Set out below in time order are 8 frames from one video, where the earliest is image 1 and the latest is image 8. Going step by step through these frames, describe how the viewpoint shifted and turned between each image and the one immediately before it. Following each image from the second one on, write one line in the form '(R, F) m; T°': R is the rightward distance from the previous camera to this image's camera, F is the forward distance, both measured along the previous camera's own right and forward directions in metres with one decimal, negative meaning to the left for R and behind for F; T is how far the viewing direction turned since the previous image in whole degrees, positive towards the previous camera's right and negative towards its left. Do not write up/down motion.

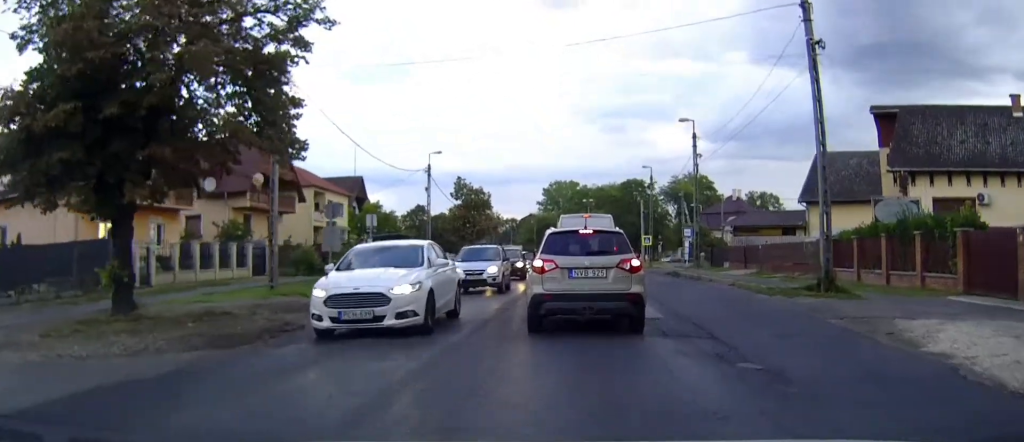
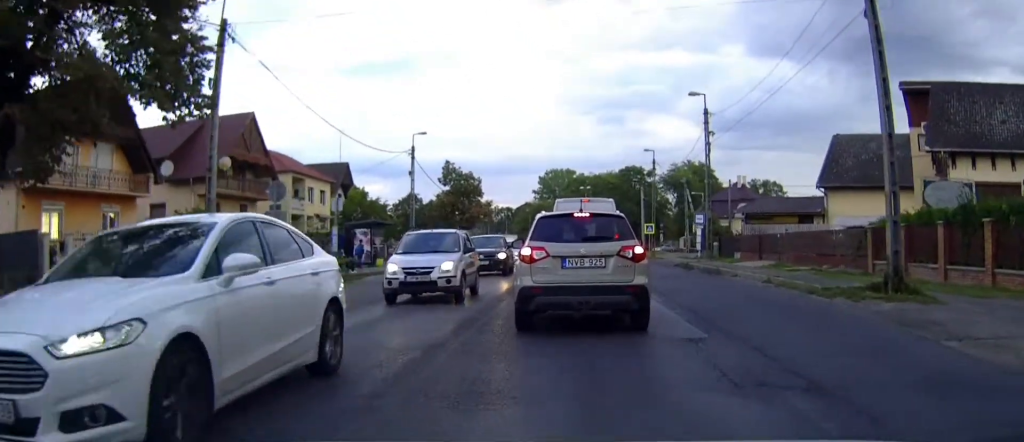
(0.0, +4.9) m; 0°
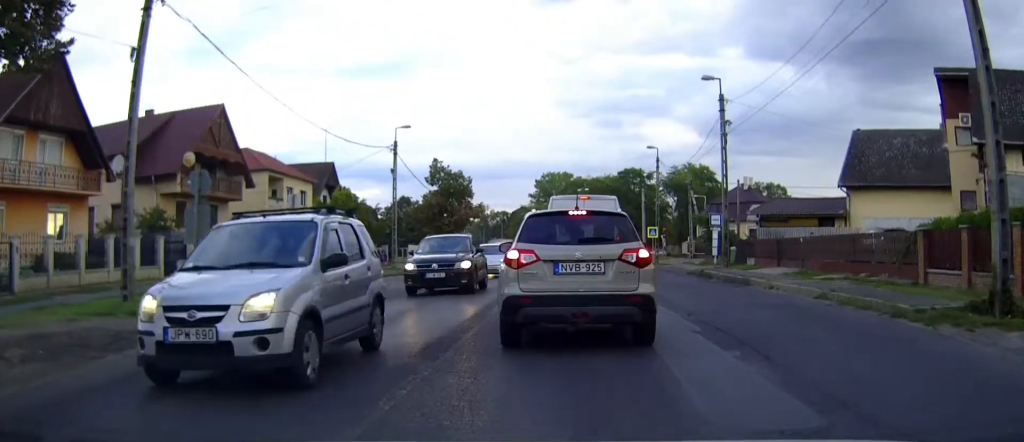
(0.0, +5.8) m; +1°
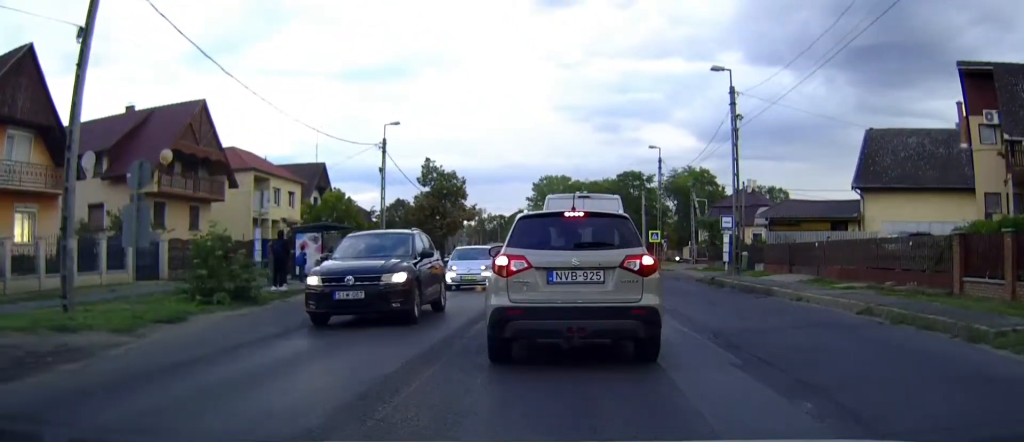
(0.0, +3.5) m; +2°
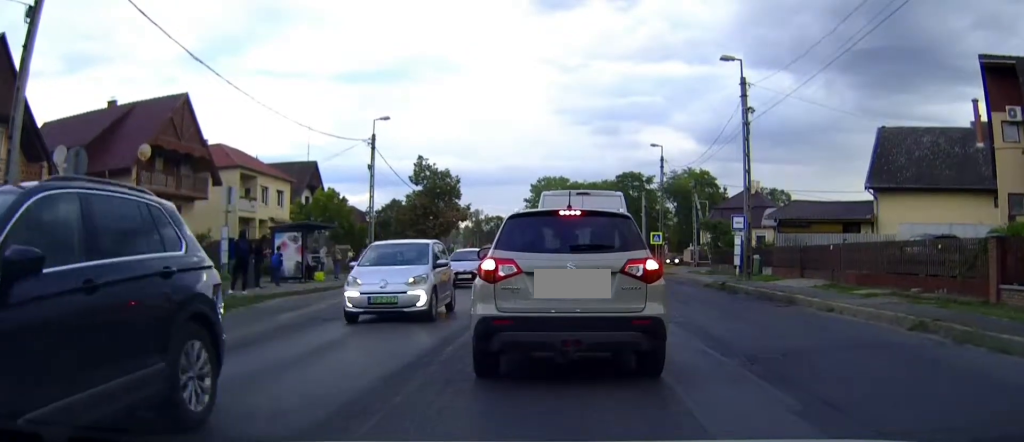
(0.0, +2.3) m; +1°
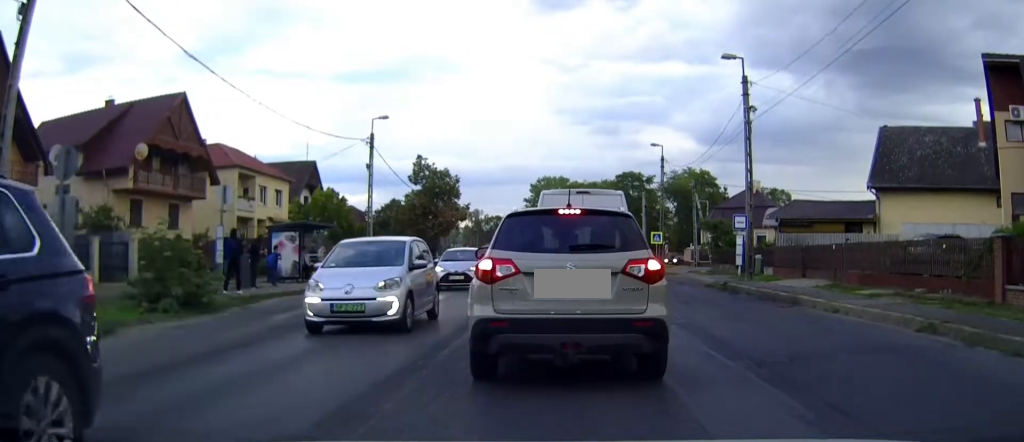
(0.0, +0.3) m; 0°
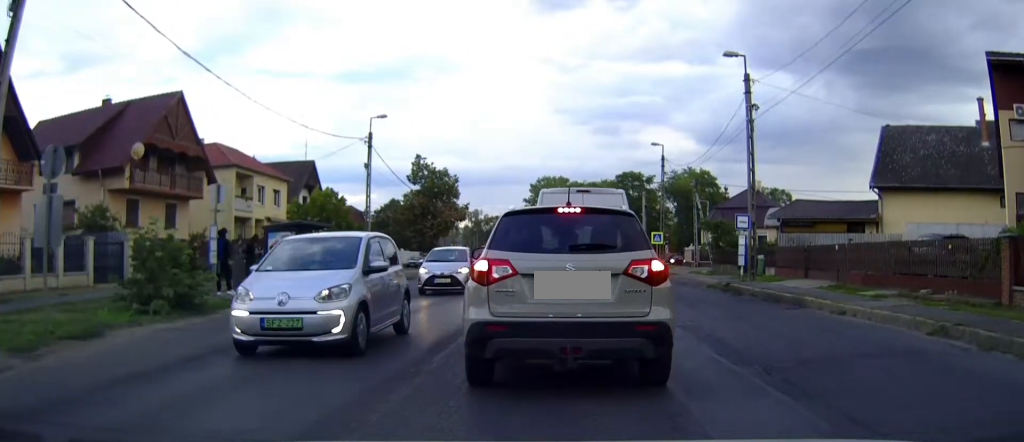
(0.0, +0.3) m; 0°
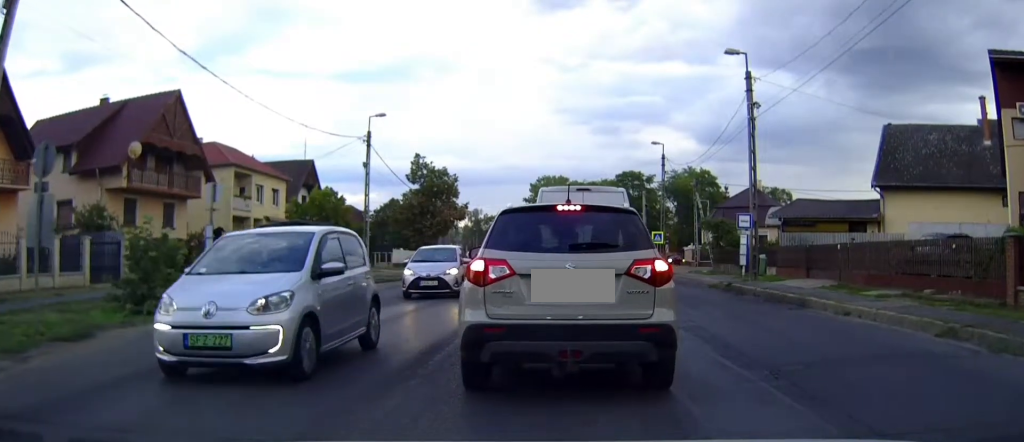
(0.0, +0.1) m; 0°
